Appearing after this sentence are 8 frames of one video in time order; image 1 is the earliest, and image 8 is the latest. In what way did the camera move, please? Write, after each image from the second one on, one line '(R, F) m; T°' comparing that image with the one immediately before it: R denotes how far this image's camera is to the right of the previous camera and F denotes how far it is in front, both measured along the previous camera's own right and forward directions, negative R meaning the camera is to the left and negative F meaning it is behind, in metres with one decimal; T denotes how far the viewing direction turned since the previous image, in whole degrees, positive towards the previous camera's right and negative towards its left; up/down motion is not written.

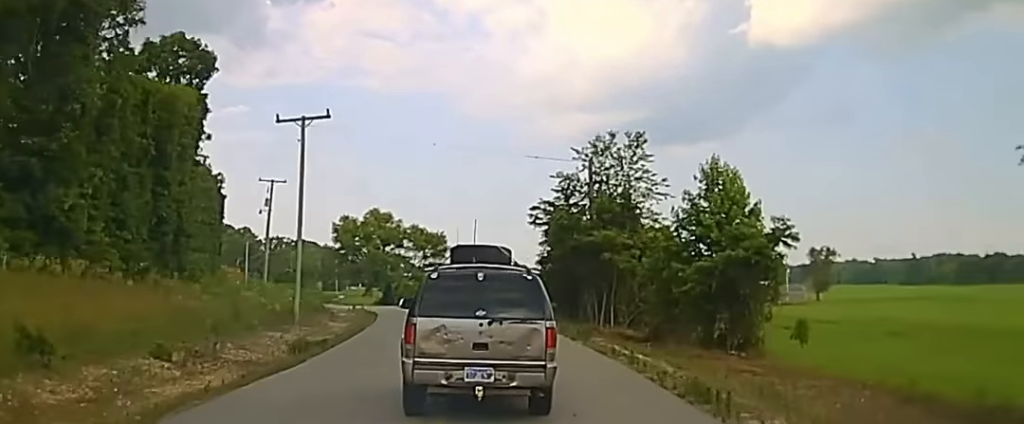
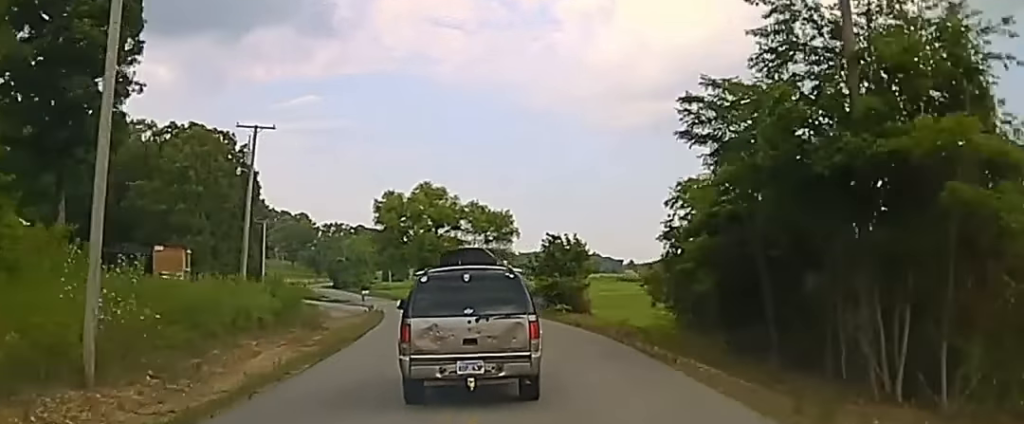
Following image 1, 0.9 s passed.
(-1.2, +30.9) m; -5°
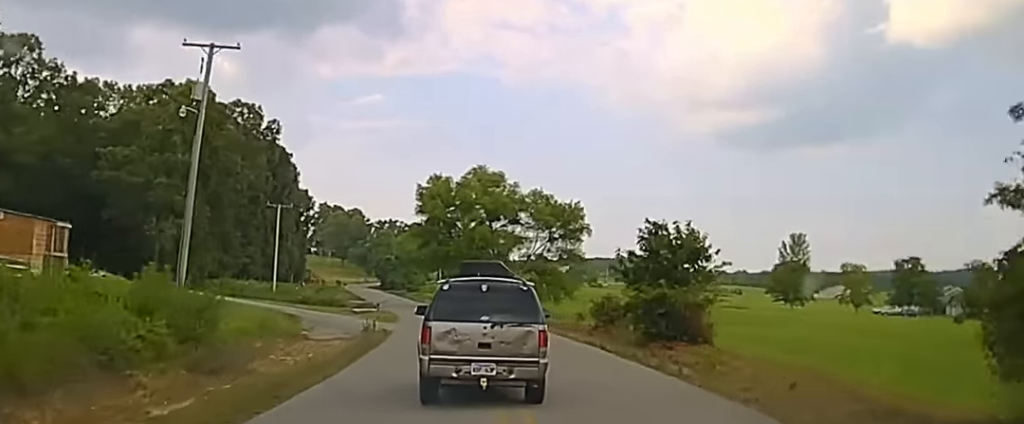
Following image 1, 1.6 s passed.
(-1.1, +25.0) m; -3°
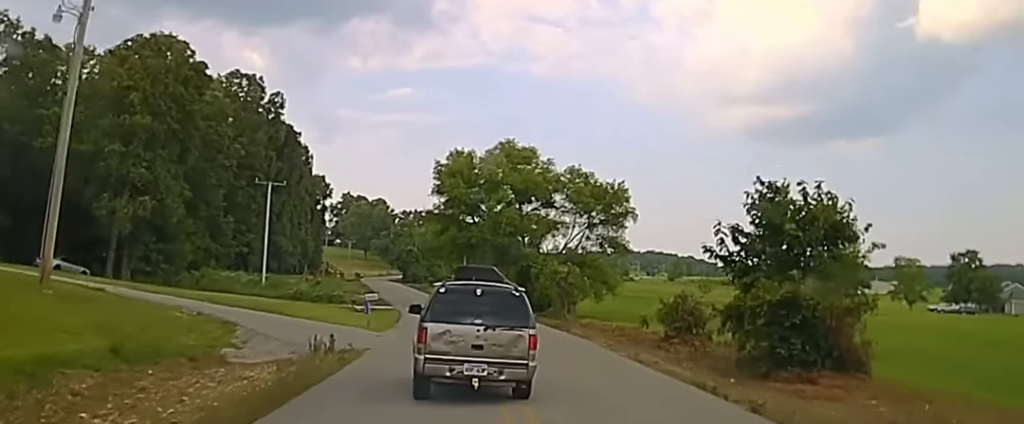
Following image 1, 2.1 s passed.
(-0.2, +16.7) m; -2°
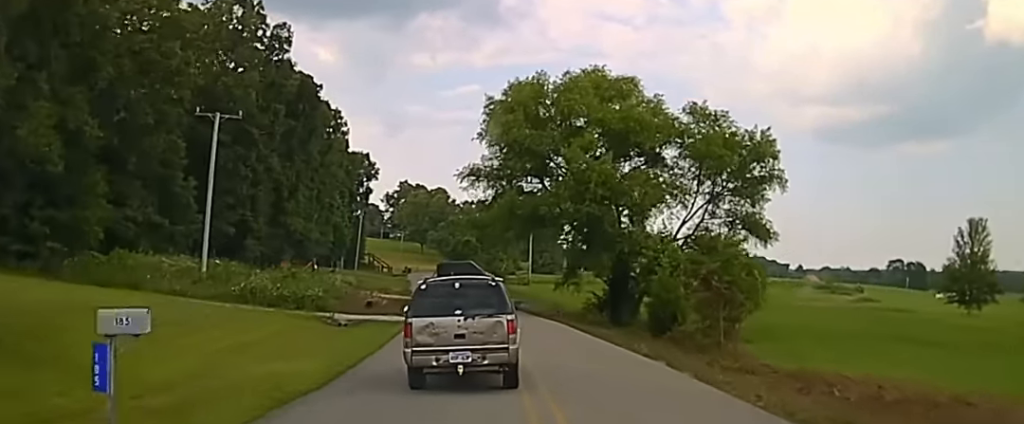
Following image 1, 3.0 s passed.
(-0.9, +33.3) m; -2°
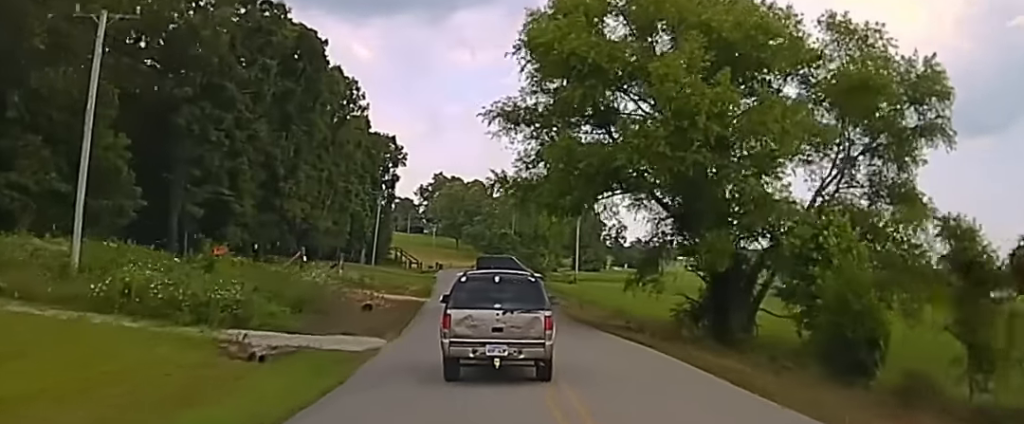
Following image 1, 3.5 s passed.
(-0.2, +16.7) m; -2°
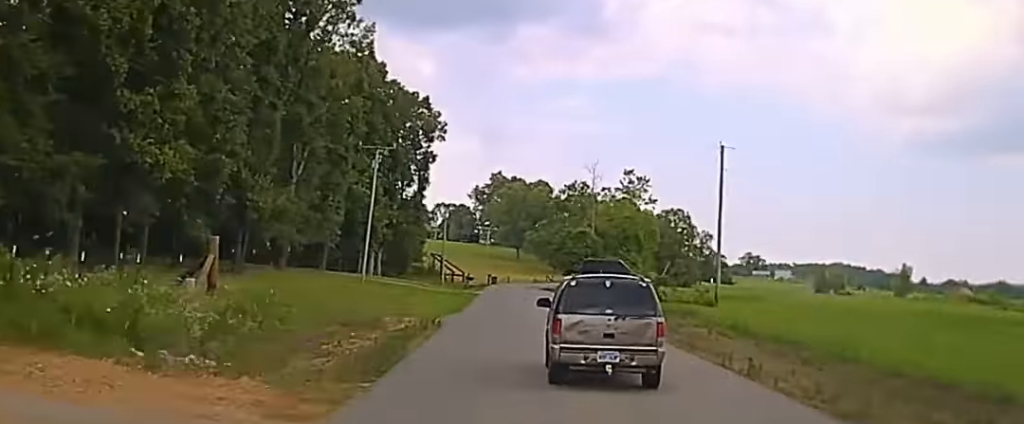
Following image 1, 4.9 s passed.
(-1.5, +42.5) m; -4°
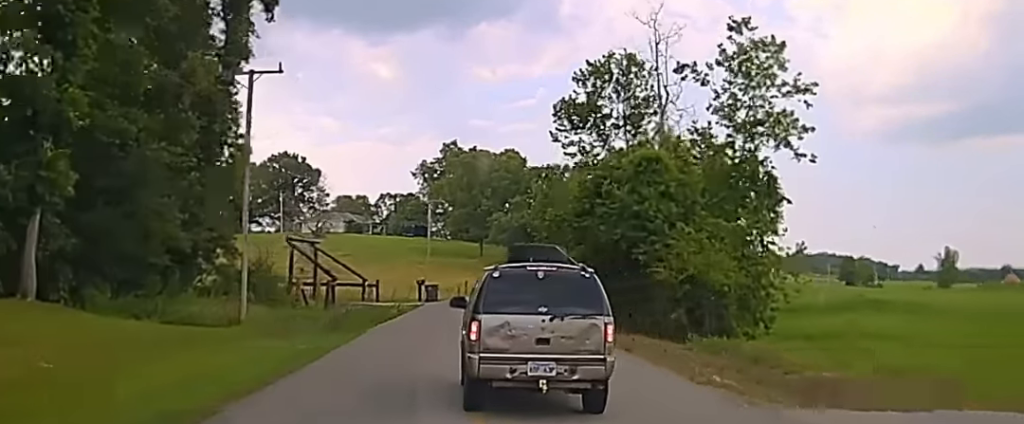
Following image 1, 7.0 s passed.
(+0.9, +73.3) m; +2°
